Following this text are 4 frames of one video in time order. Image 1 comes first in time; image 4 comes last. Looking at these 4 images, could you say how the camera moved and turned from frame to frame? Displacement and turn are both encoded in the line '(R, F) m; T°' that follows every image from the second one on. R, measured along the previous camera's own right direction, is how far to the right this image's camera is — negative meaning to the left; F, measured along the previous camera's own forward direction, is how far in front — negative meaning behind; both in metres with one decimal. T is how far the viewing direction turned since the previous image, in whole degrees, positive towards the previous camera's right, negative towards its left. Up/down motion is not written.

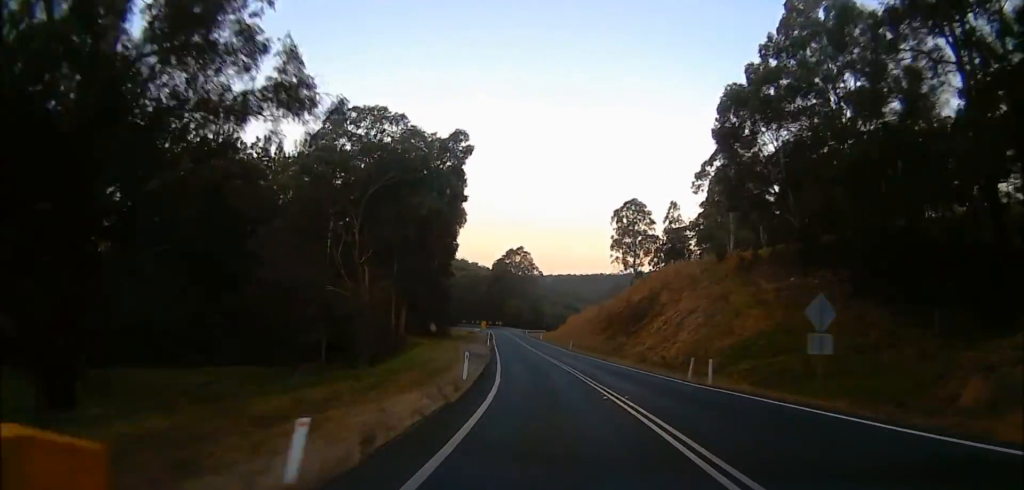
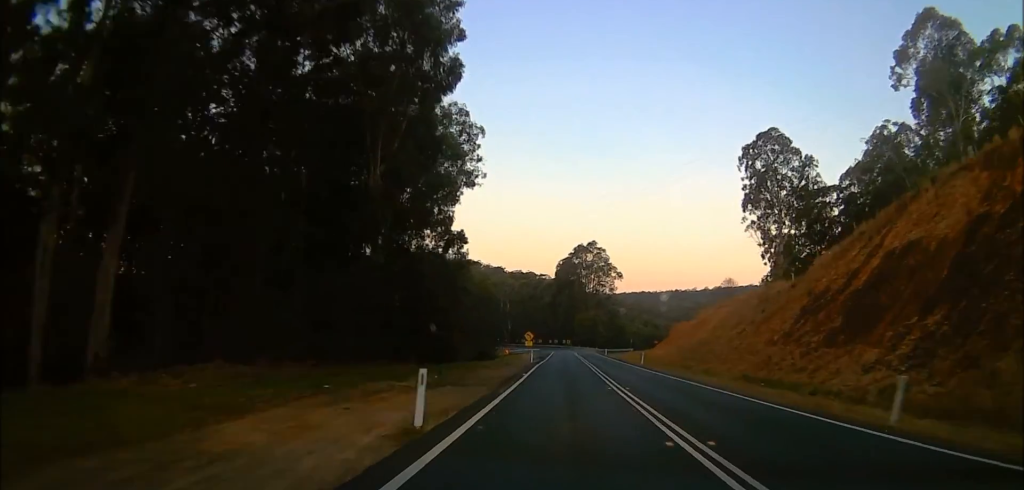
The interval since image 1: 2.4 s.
(-6.2, +54.1) m; -16°
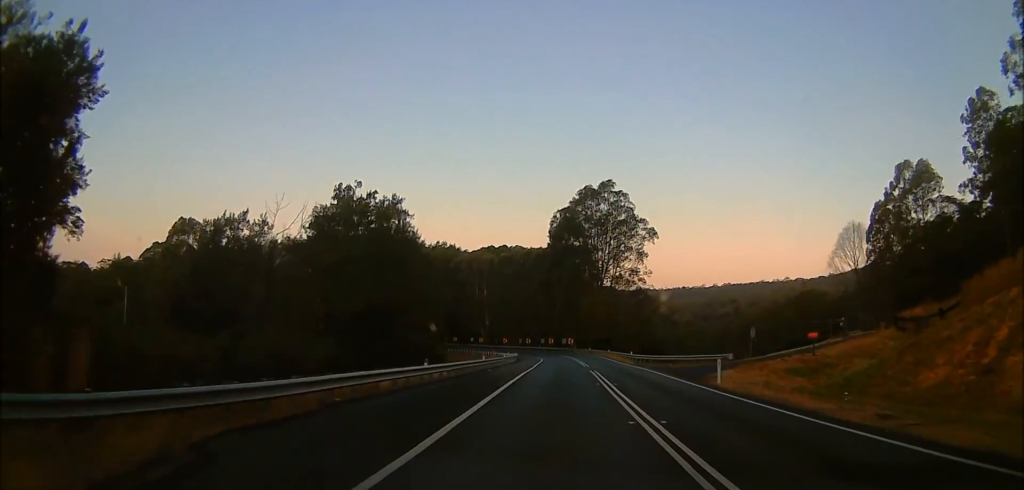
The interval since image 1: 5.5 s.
(-4.6, +63.8) m; -4°
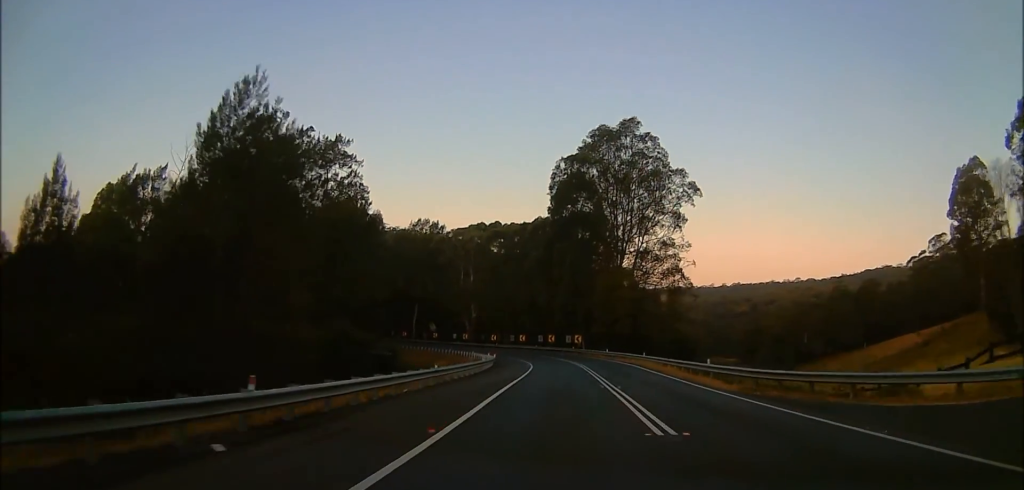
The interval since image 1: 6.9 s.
(0.0, +29.5) m; 0°
